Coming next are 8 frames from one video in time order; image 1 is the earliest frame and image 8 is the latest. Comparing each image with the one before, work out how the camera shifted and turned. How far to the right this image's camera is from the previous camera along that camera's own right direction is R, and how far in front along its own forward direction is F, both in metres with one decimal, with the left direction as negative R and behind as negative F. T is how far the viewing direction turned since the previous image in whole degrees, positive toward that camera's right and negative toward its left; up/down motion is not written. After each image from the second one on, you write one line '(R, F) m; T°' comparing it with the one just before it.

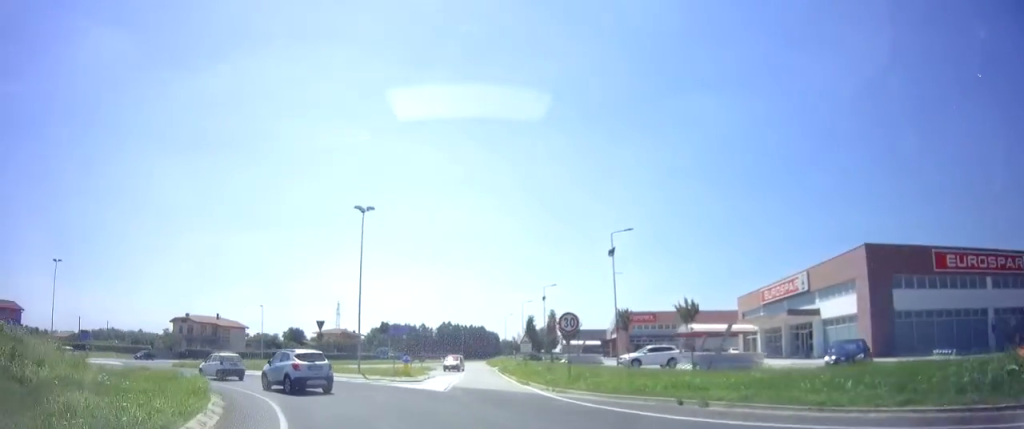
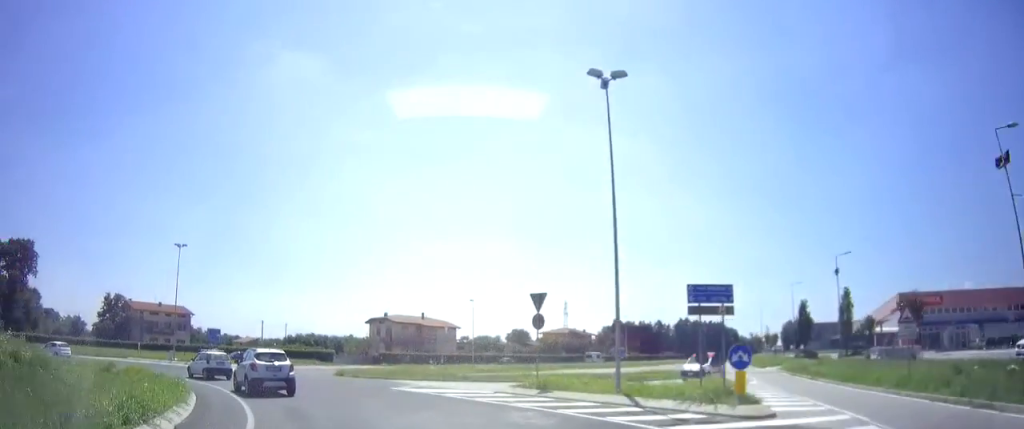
(-3.2, +16.4) m; -23°
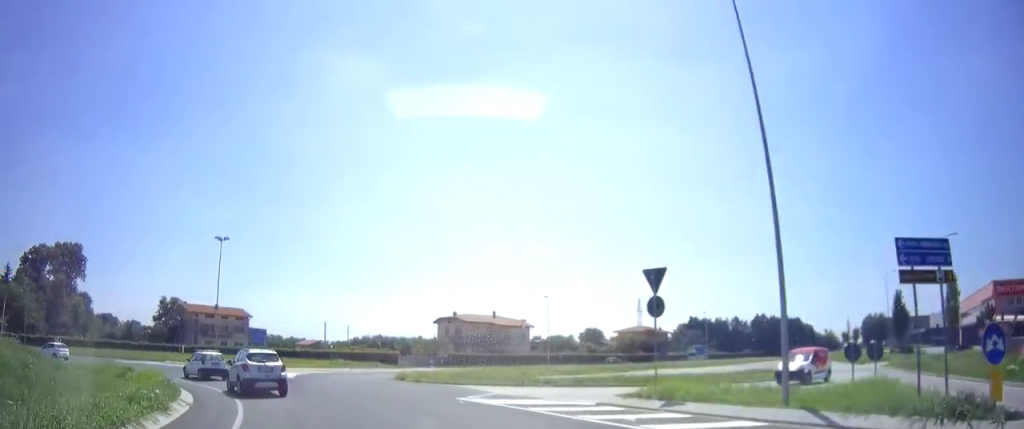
(-0.2, +5.2) m; -8°
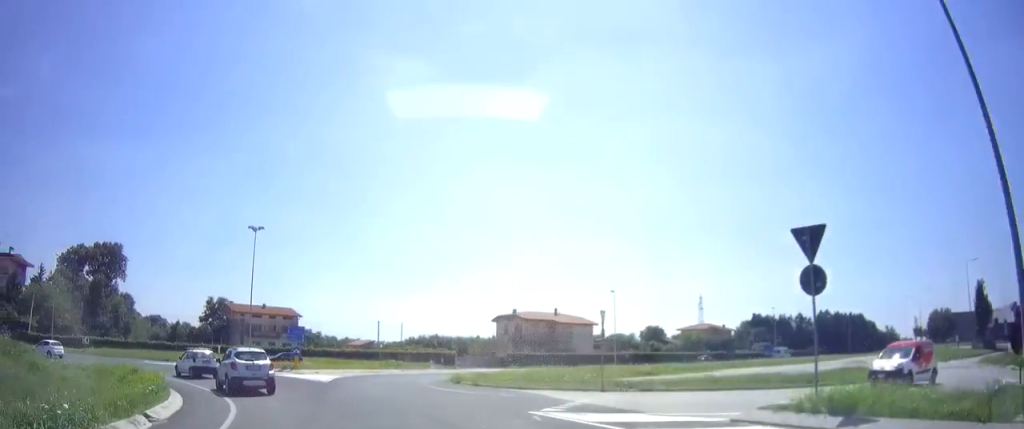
(-0.4, +4.5) m; -6°
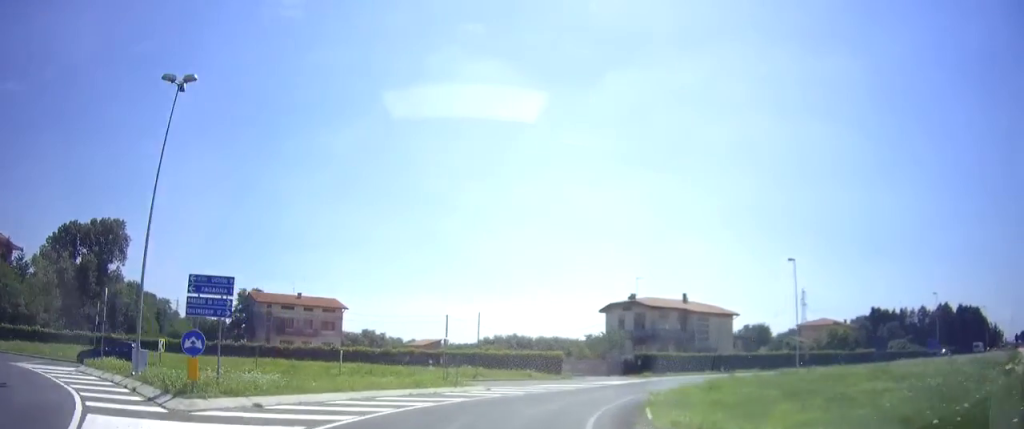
(-4.4, +23.6) m; -11°
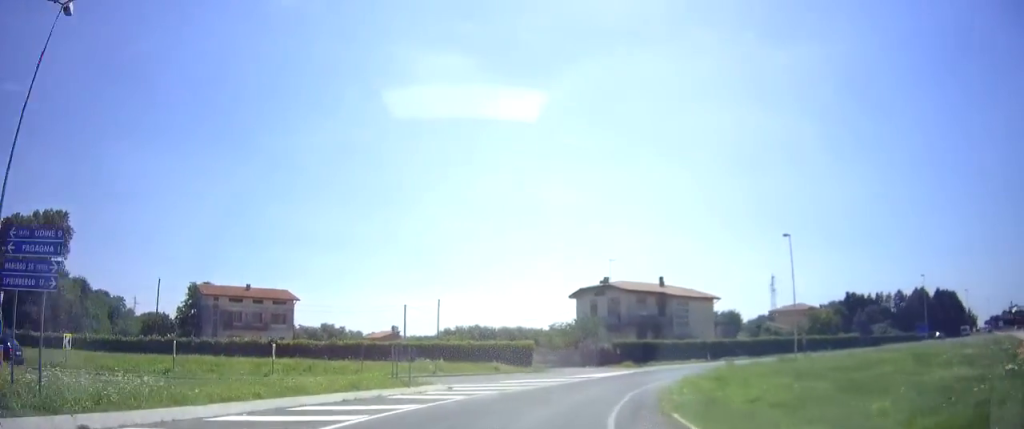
(-0.2, +5.4) m; +3°
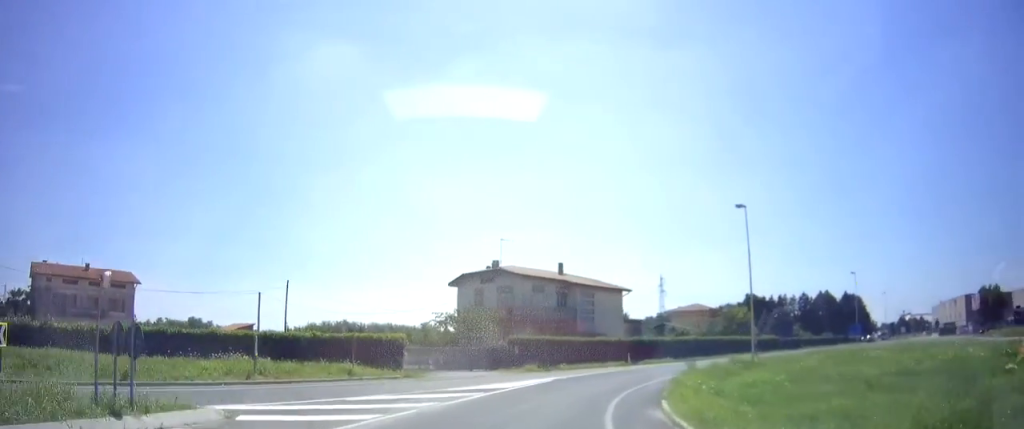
(+1.0, +10.9) m; +12°
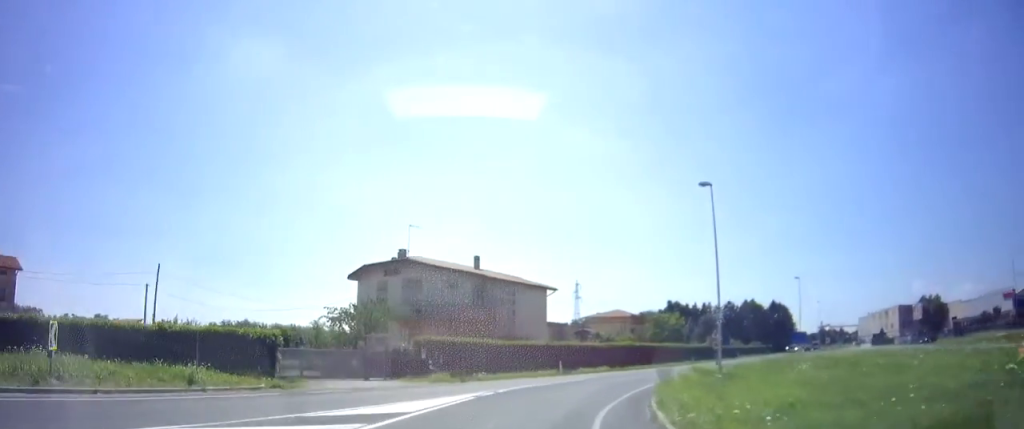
(+0.7, +7.0) m; +11°
